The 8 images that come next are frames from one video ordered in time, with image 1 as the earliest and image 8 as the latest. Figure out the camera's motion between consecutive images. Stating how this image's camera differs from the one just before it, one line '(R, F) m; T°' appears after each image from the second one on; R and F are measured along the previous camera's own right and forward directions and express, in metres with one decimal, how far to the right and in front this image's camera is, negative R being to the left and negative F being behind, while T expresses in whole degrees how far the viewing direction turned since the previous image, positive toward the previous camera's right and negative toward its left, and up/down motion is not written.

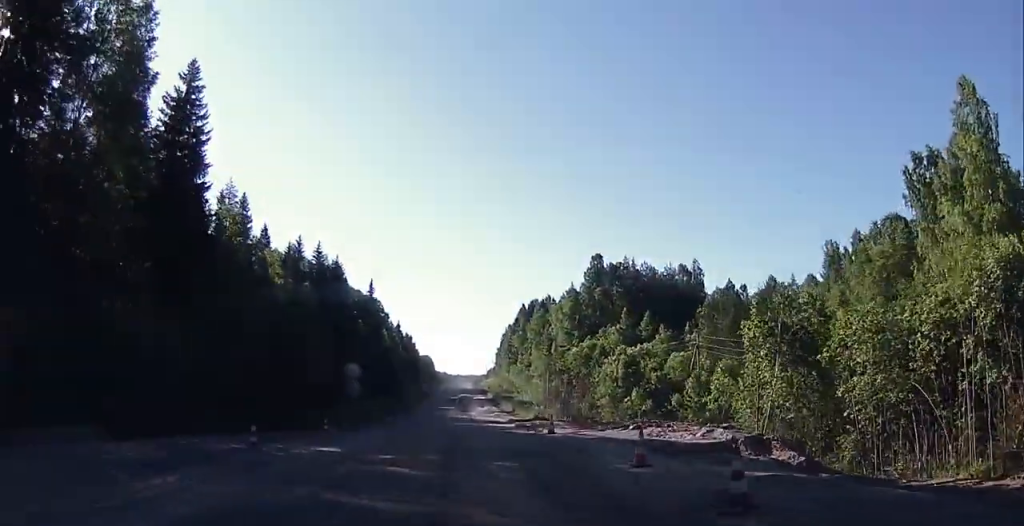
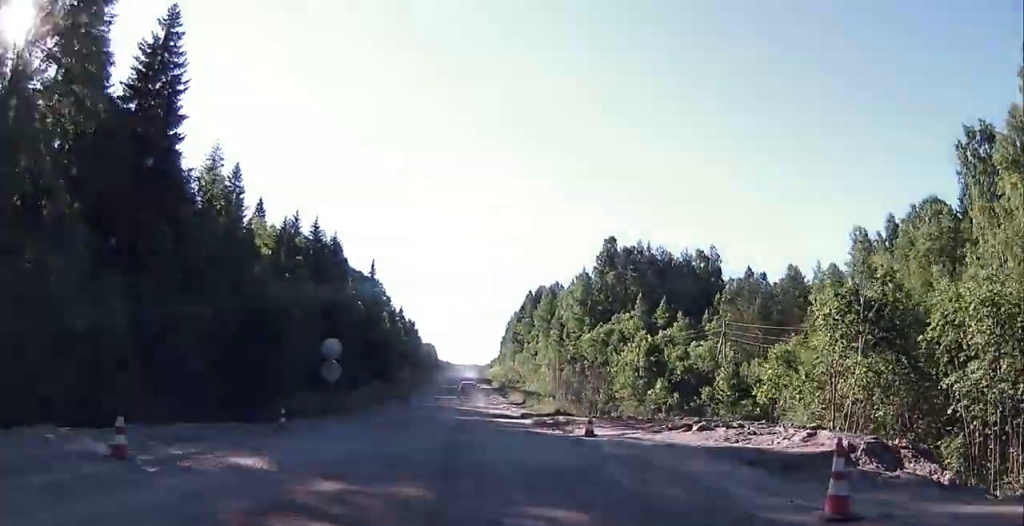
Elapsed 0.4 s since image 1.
(-0.1, +7.0) m; 0°
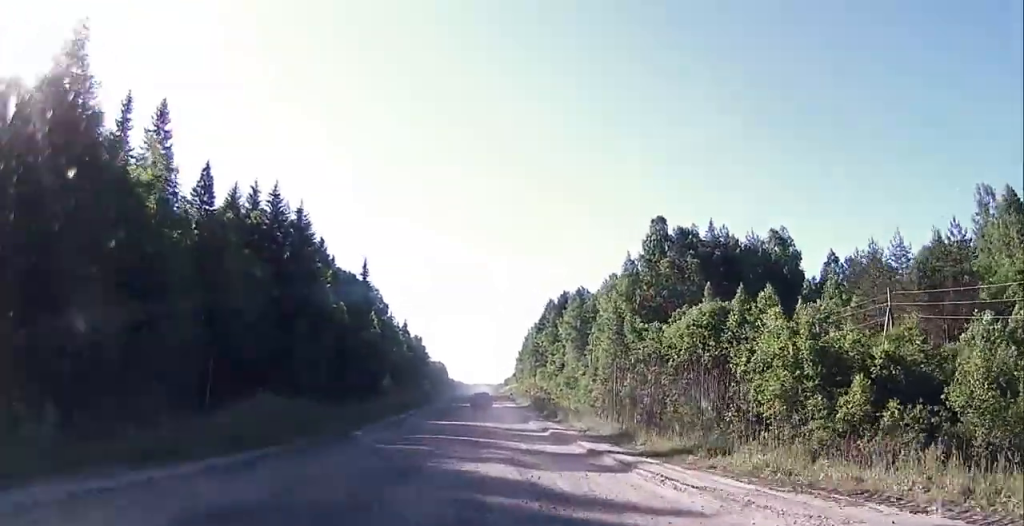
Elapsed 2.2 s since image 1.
(0.0, +28.4) m; 0°
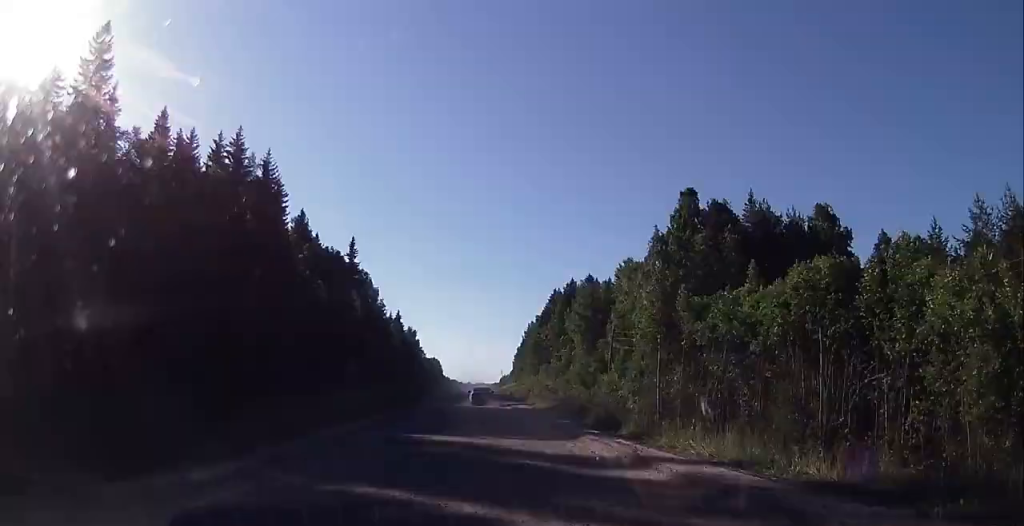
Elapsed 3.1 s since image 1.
(0.0, +14.7) m; +2°
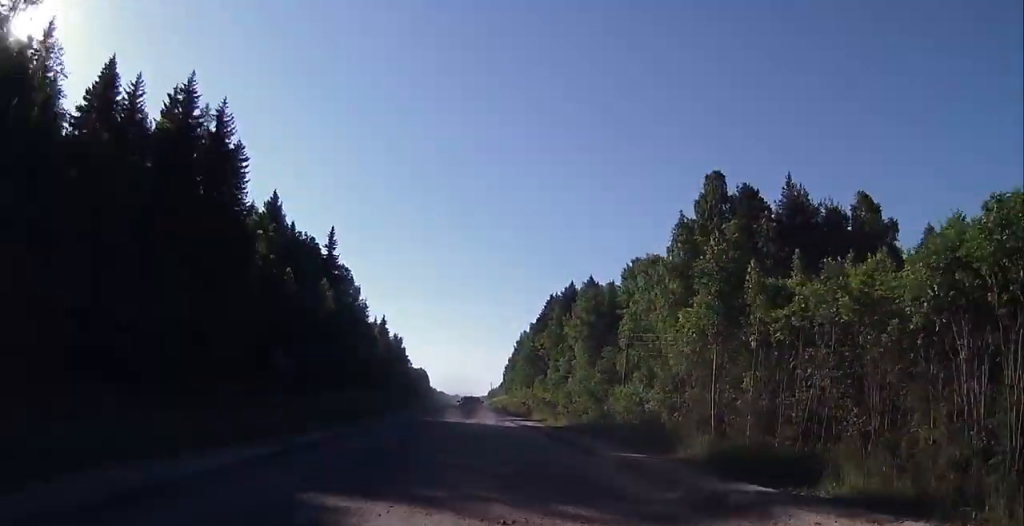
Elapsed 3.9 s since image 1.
(+0.3, +12.6) m; +2°
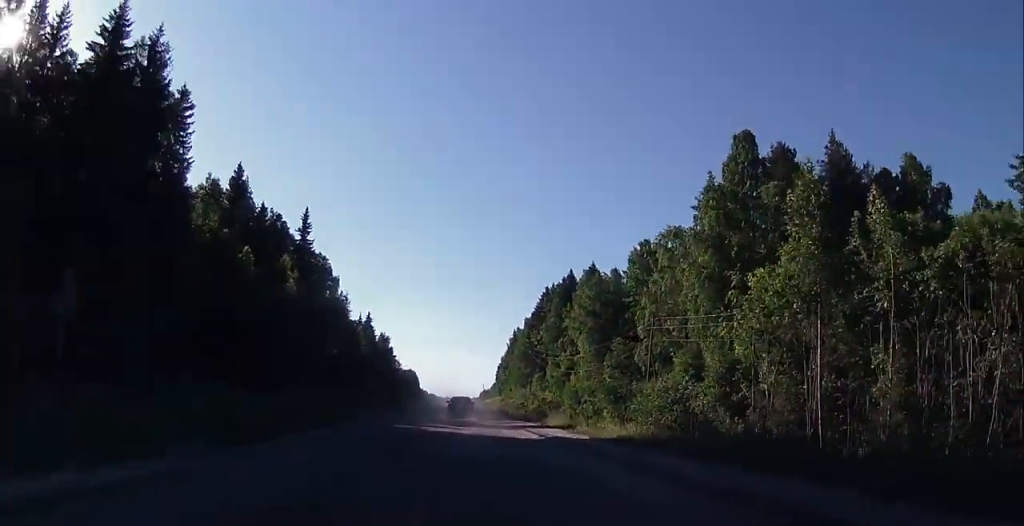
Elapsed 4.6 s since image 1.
(+0.3, +12.0) m; +1°
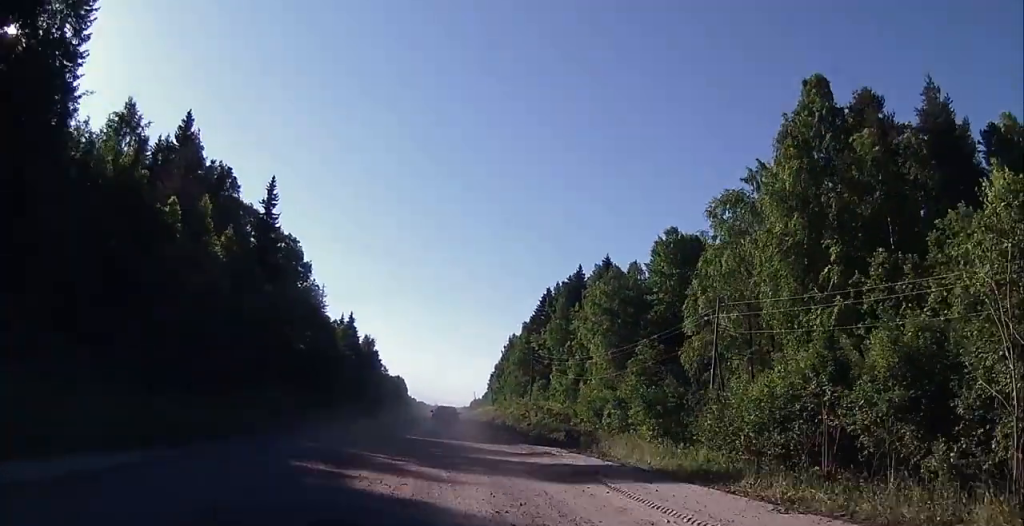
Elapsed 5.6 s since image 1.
(-0.2, +17.0) m; -1°
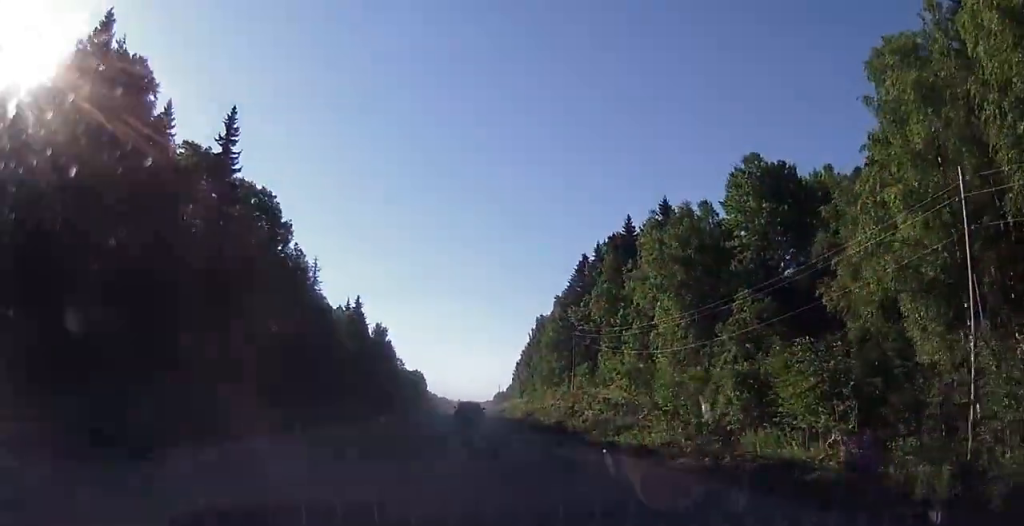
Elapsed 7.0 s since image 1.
(-0.4, +21.5) m; -2°
